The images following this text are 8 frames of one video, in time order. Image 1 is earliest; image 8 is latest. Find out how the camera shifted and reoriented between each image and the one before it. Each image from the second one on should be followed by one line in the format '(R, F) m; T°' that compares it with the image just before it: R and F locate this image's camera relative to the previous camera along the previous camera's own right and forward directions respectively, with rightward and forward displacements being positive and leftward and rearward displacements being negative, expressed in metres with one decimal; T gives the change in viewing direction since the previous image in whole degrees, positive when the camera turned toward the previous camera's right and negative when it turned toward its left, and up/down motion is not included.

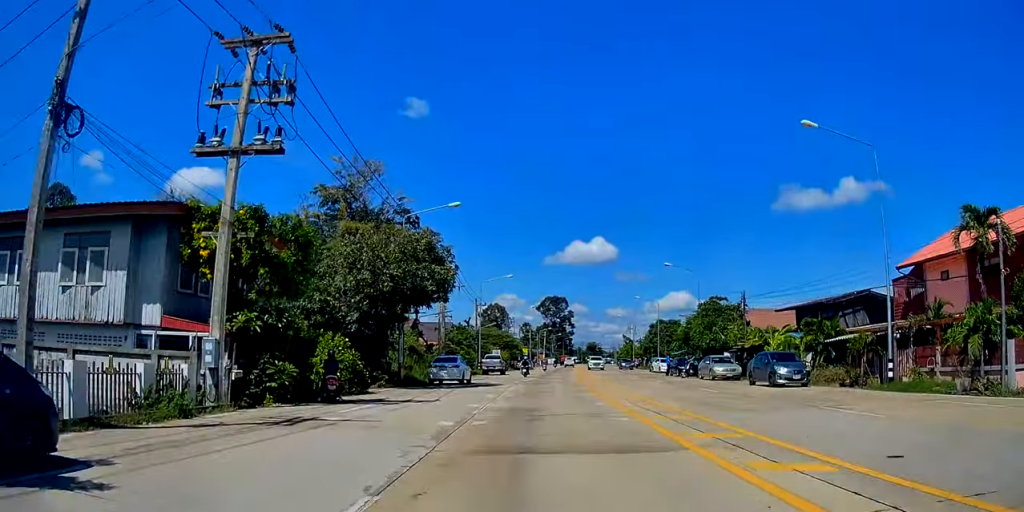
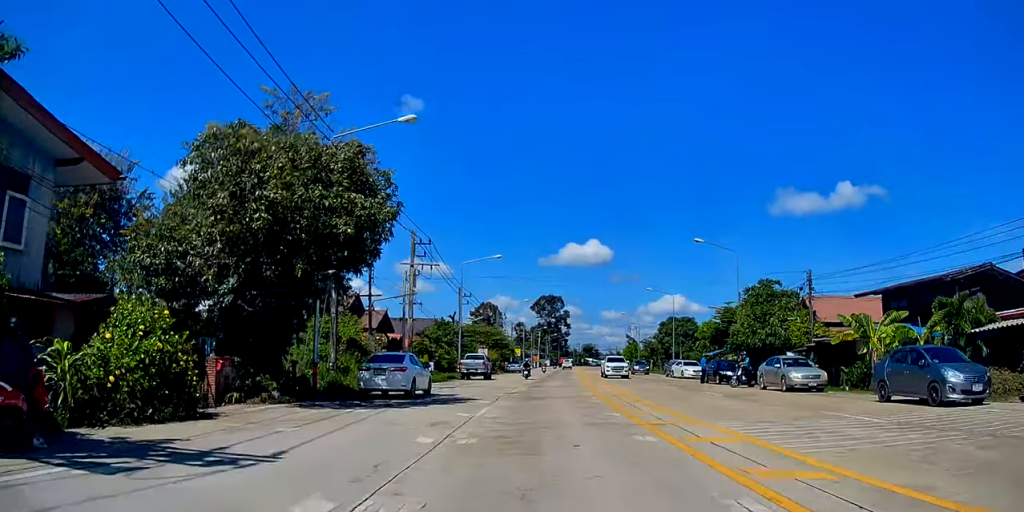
(0.0, +12.2) m; 0°
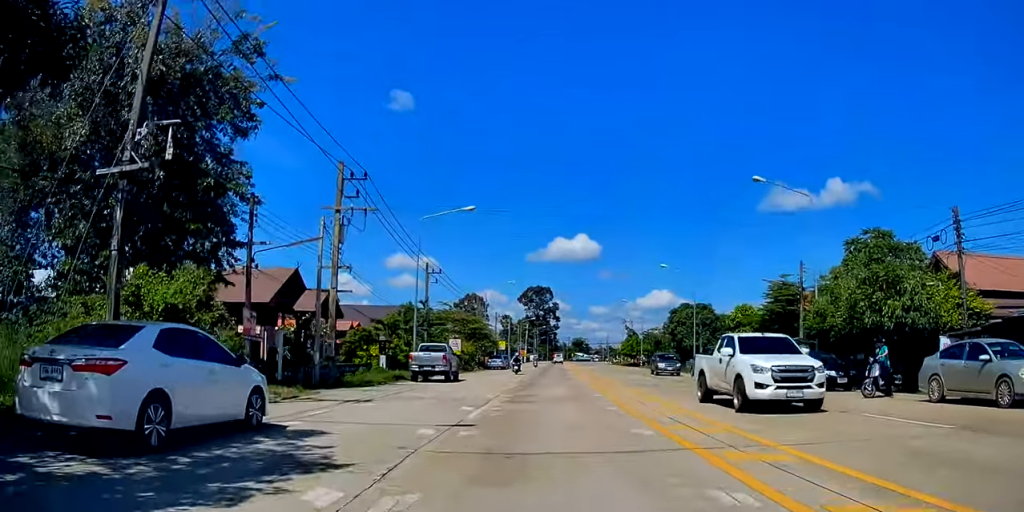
(0.0, +14.0) m; 0°
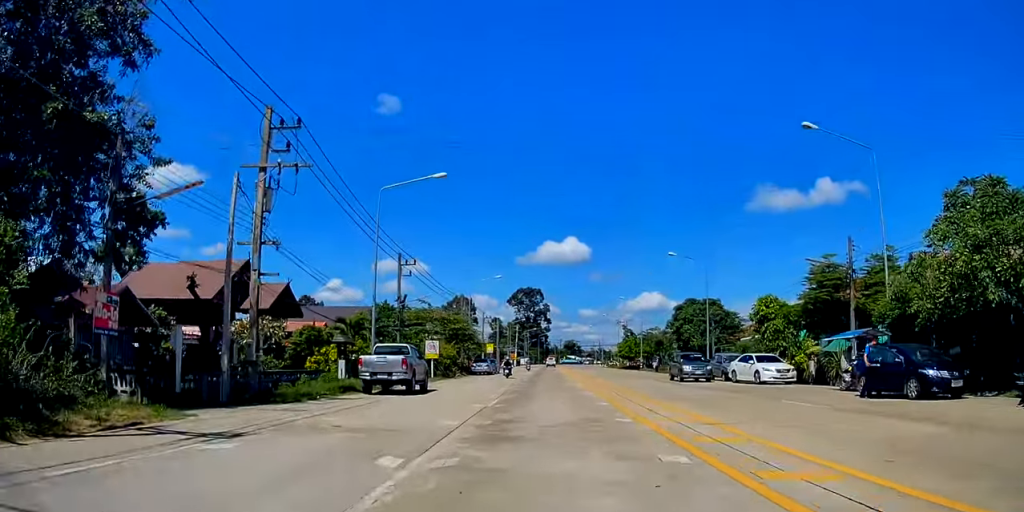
(0.0, +7.3) m; 0°
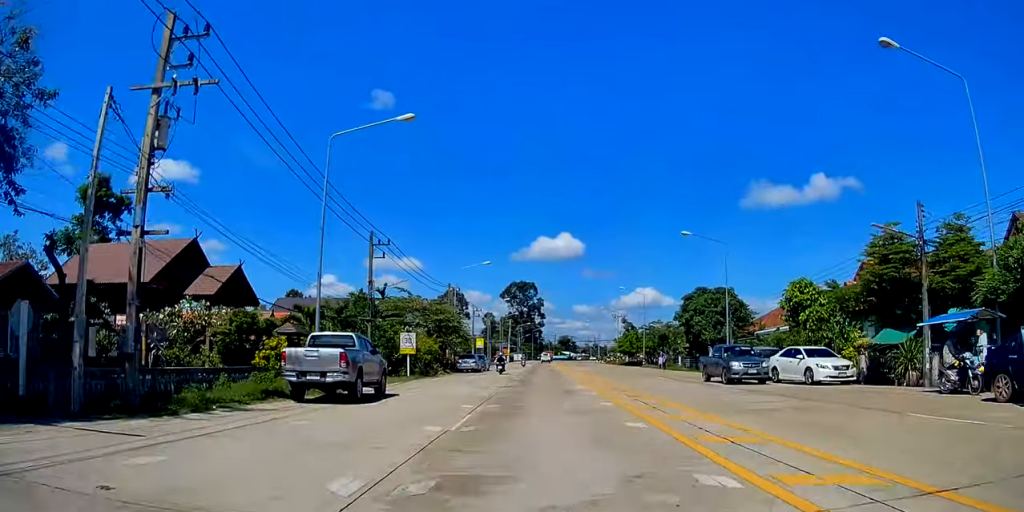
(0.0, +6.3) m; 0°
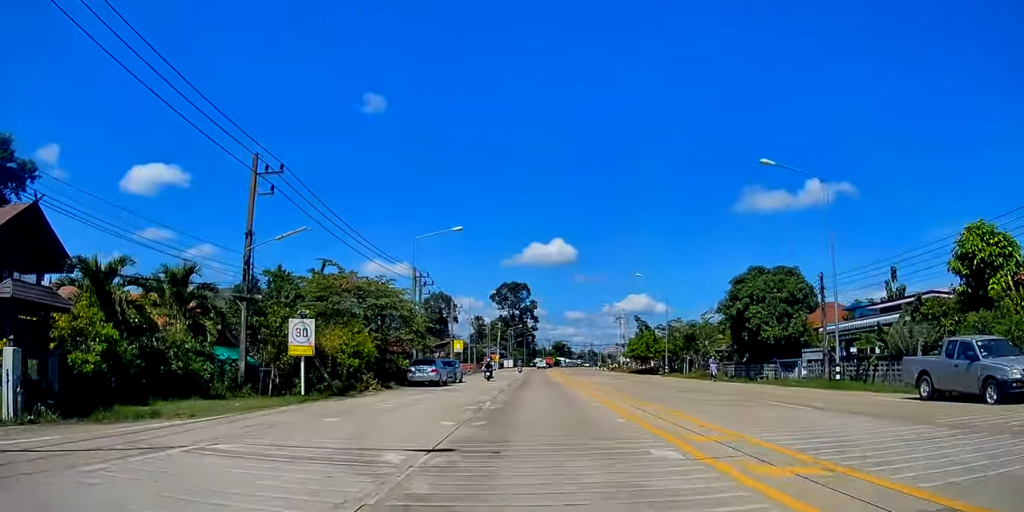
(-0.1, +16.9) m; 0°
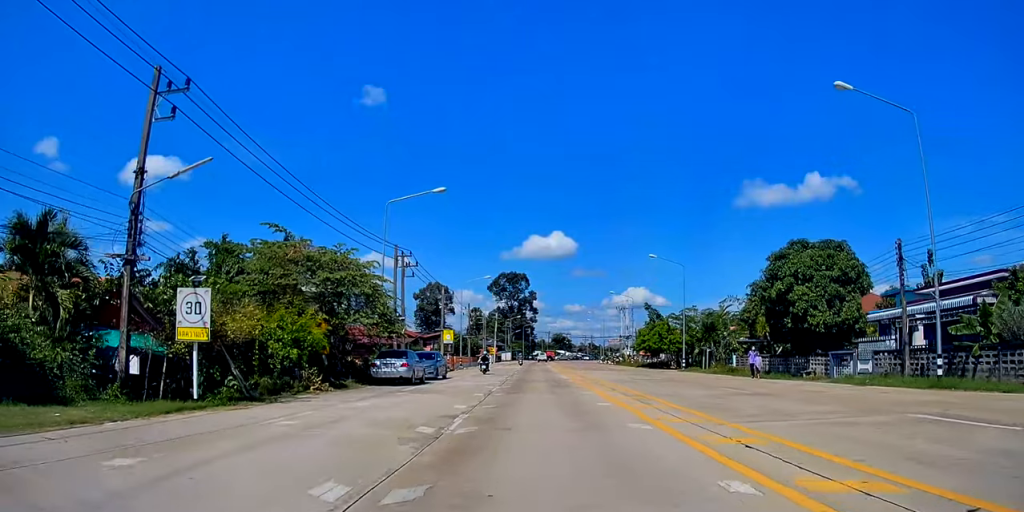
(0.0, +7.3) m; +3°
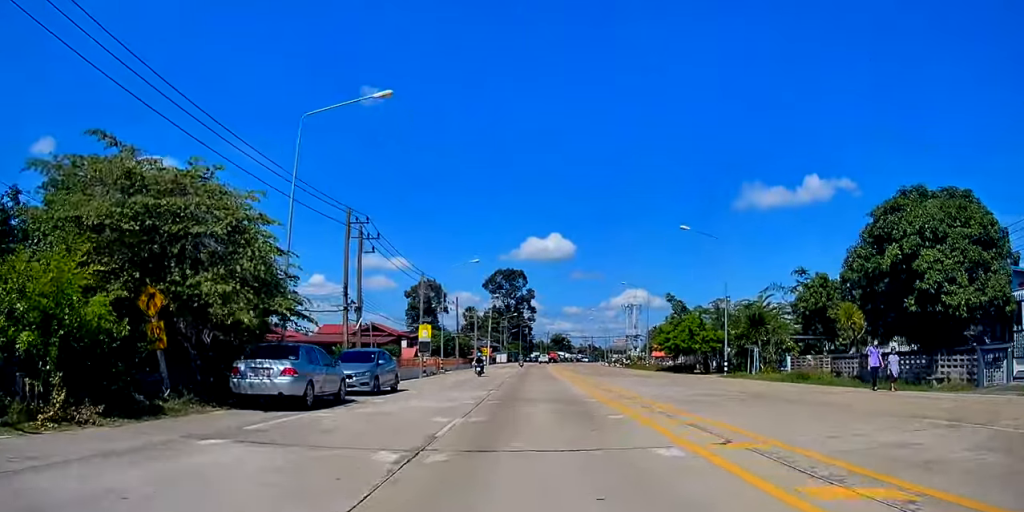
(+0.7, +12.6) m; +1°
